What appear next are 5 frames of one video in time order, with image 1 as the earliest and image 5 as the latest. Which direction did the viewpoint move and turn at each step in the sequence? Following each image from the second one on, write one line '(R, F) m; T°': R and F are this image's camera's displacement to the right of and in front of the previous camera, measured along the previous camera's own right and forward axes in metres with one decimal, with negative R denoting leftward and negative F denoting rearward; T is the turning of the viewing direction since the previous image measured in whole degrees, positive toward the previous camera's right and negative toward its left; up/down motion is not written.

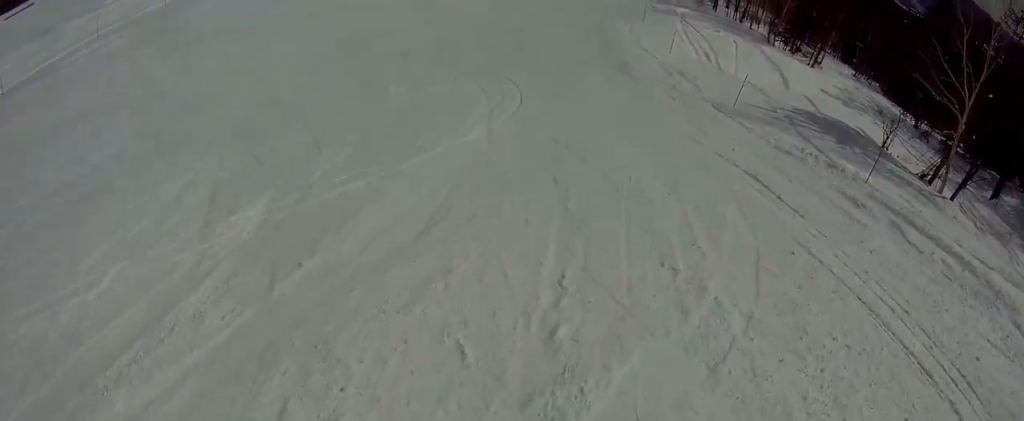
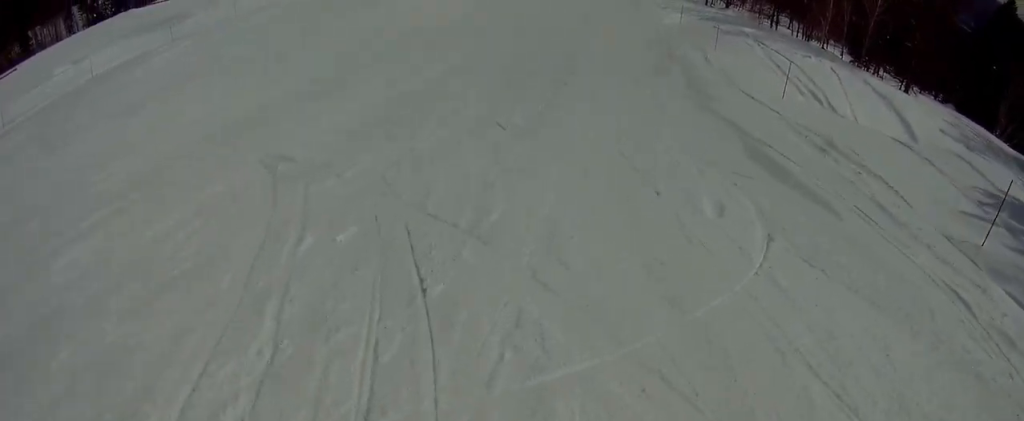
(-0.8, +13.6) m; +3°
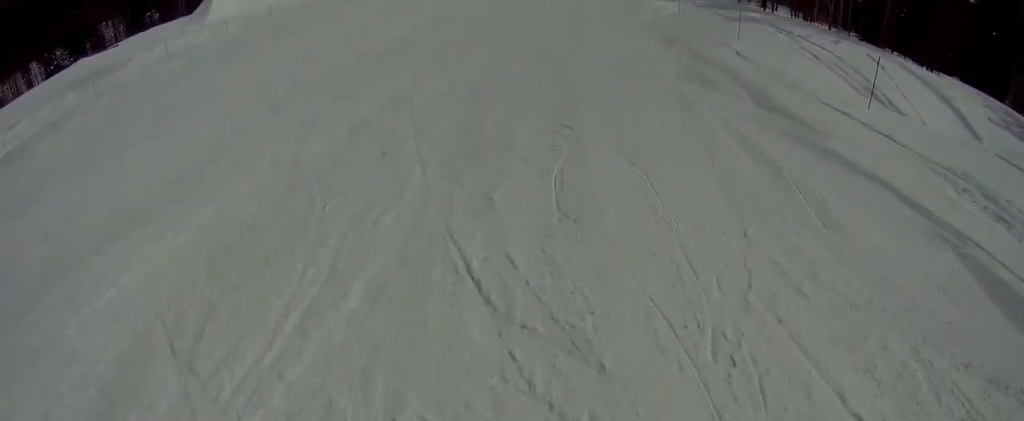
(+0.5, +6.4) m; +2°
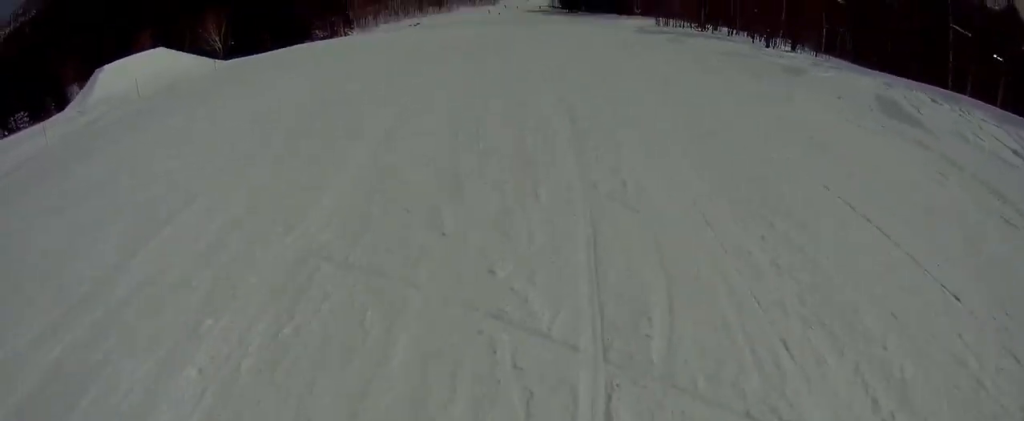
(-3.5, +25.8) m; -6°
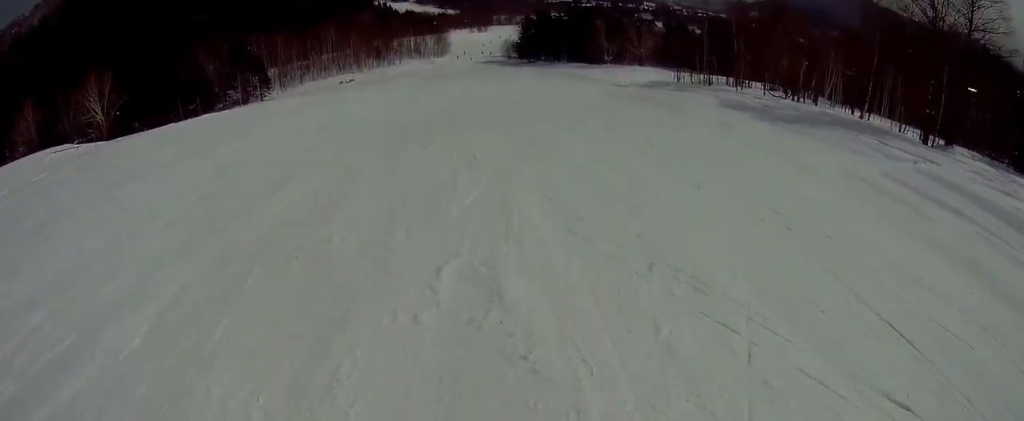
(+2.7, +31.9) m; +5°
